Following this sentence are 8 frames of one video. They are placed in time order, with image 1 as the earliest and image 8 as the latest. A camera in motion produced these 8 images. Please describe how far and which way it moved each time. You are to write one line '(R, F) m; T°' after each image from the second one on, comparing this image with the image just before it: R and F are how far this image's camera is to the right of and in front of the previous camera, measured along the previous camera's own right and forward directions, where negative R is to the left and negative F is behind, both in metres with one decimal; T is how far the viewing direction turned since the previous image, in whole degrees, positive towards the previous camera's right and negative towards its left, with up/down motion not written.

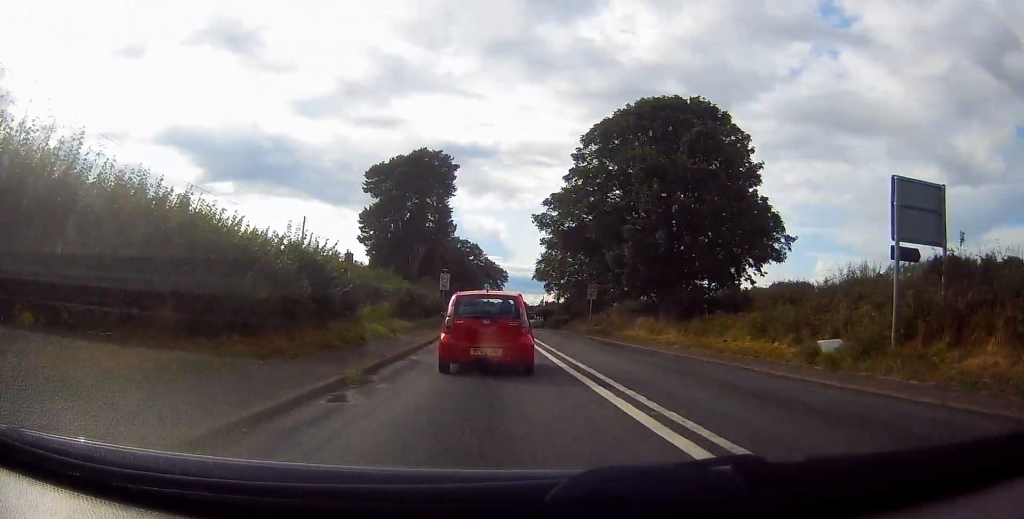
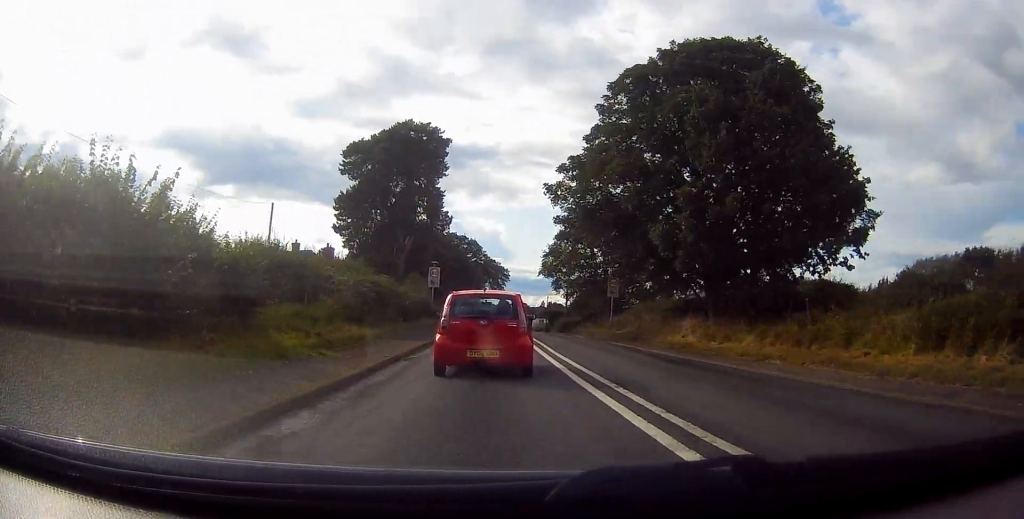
(-0.1, +9.0) m; 0°
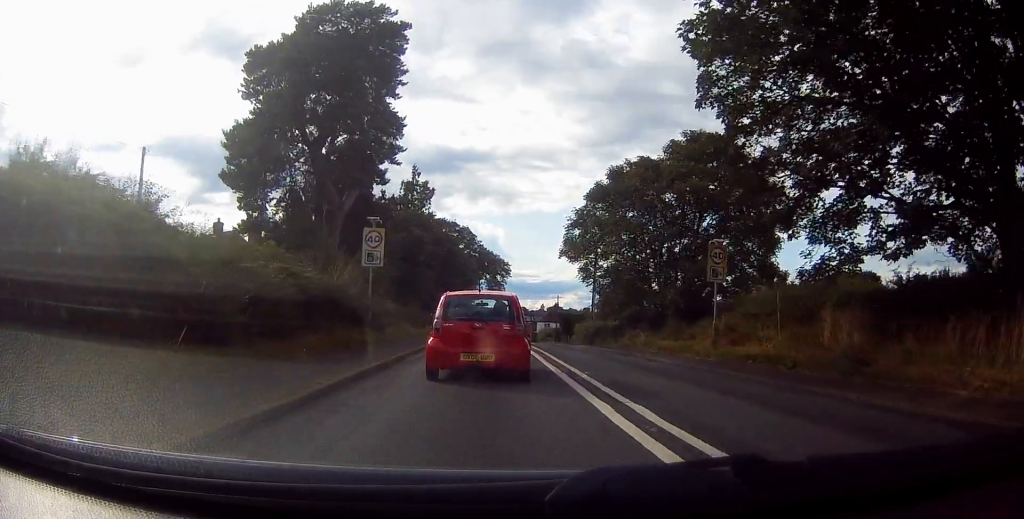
(+0.4, +20.5) m; +2°
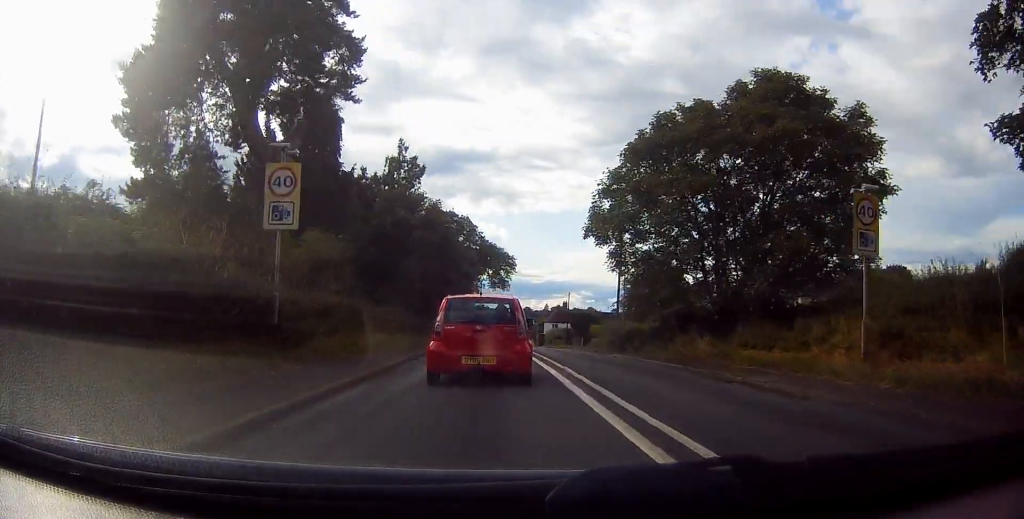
(0.0, +9.7) m; 0°
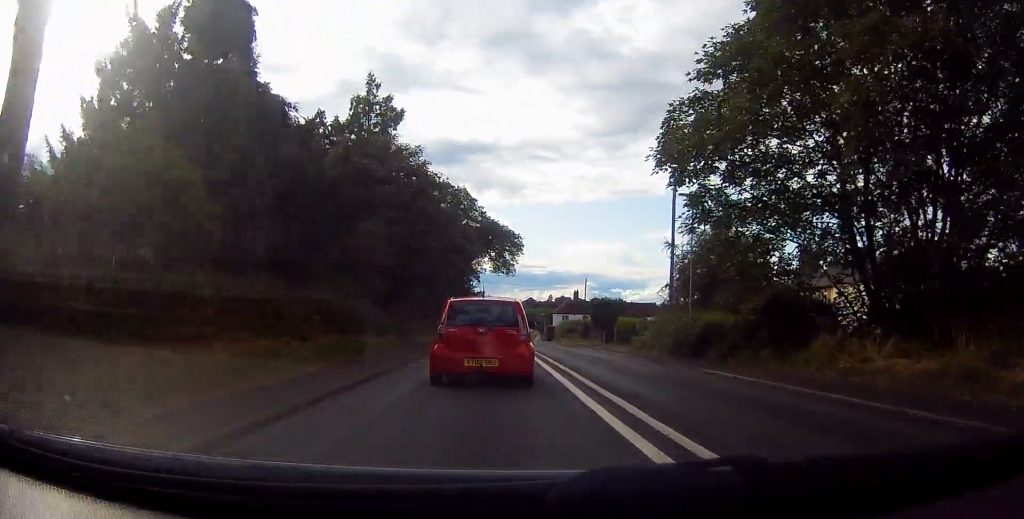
(0.0, +12.7) m; -2°
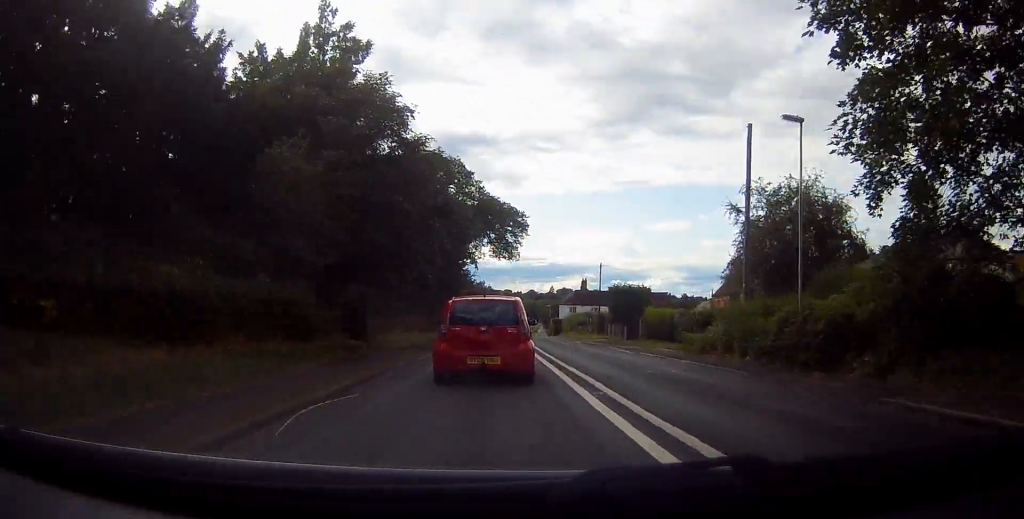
(-0.4, +9.6) m; 0°
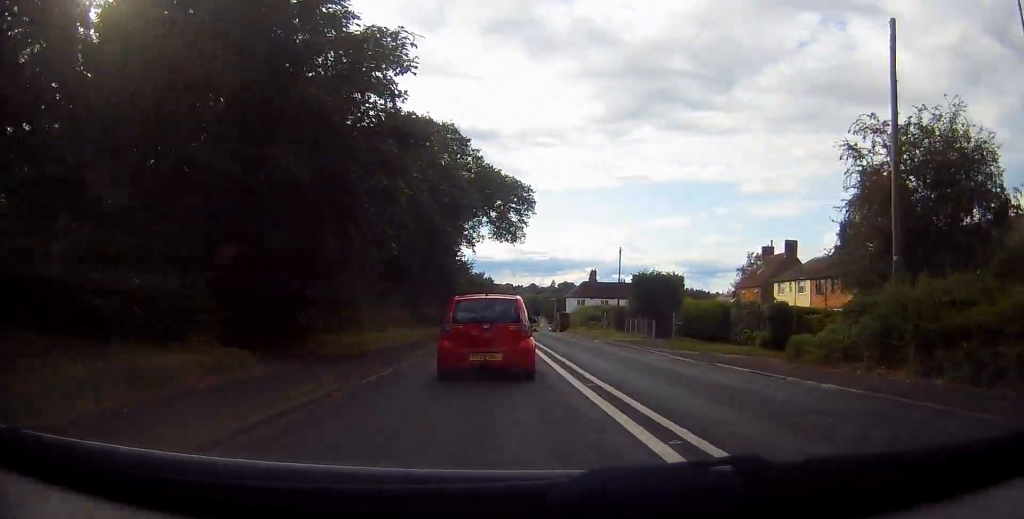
(0.0, +9.0) m; 0°
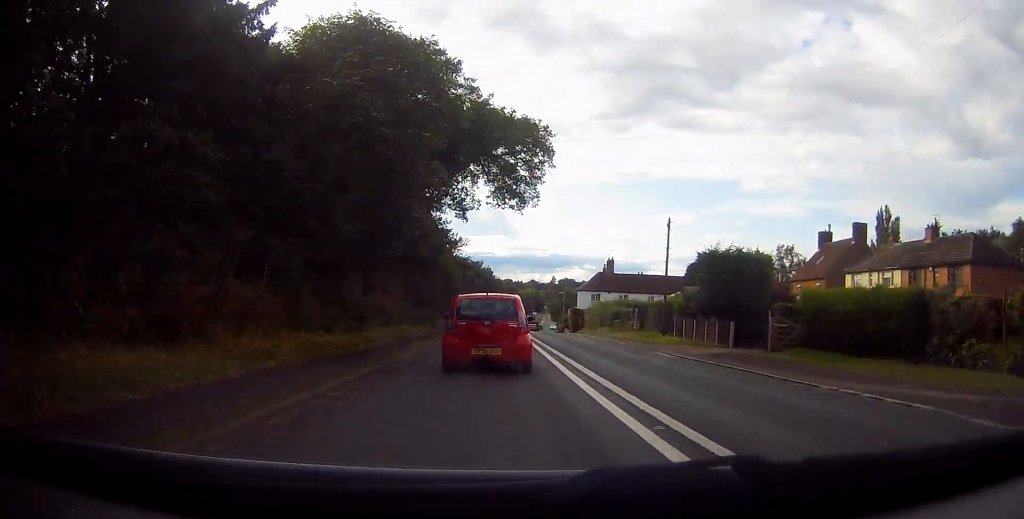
(+0.2, +14.2) m; +1°
